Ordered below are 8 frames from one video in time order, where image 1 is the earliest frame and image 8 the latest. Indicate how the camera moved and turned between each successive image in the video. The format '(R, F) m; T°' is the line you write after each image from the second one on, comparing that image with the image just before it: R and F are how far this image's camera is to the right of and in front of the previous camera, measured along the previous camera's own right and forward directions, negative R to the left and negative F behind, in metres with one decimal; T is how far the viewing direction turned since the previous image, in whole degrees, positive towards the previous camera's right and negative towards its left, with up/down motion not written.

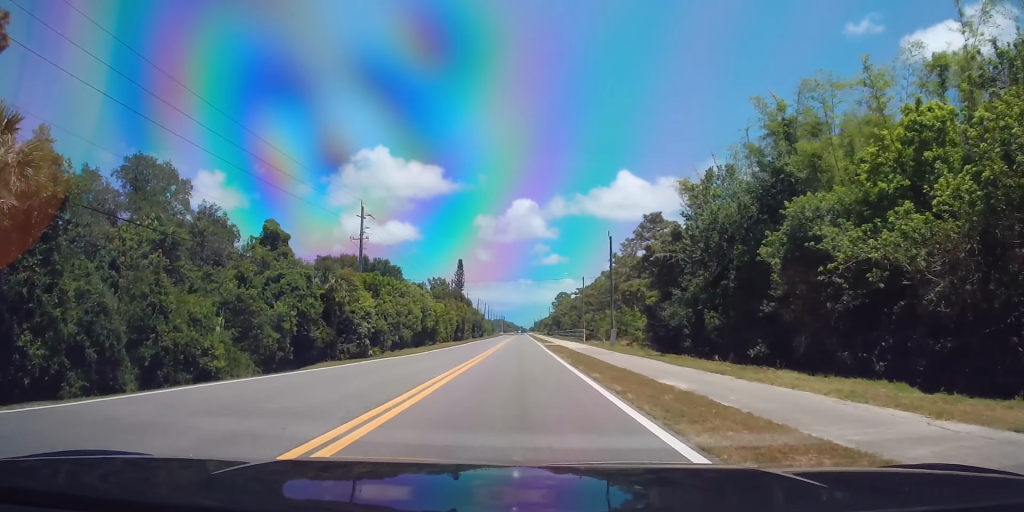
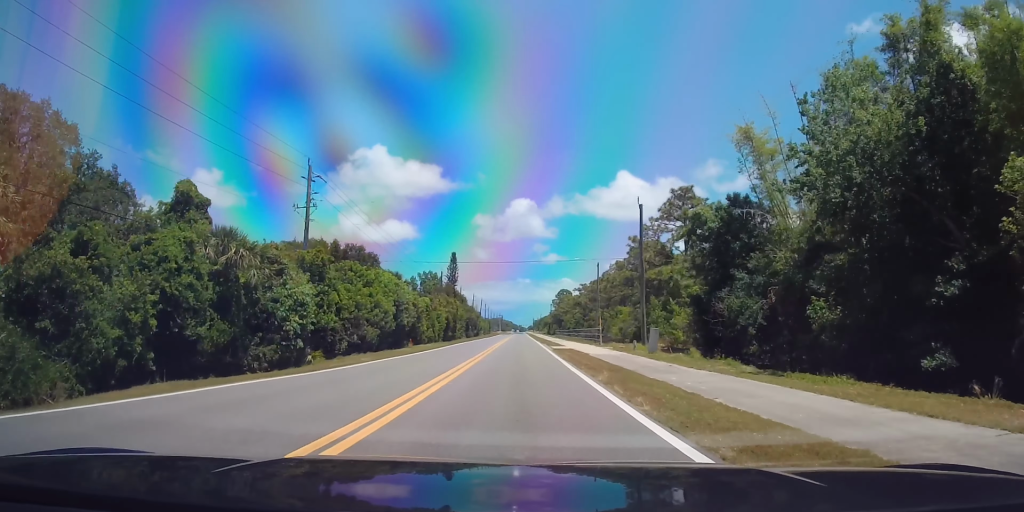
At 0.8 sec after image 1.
(+0.3, +15.3) m; +1°
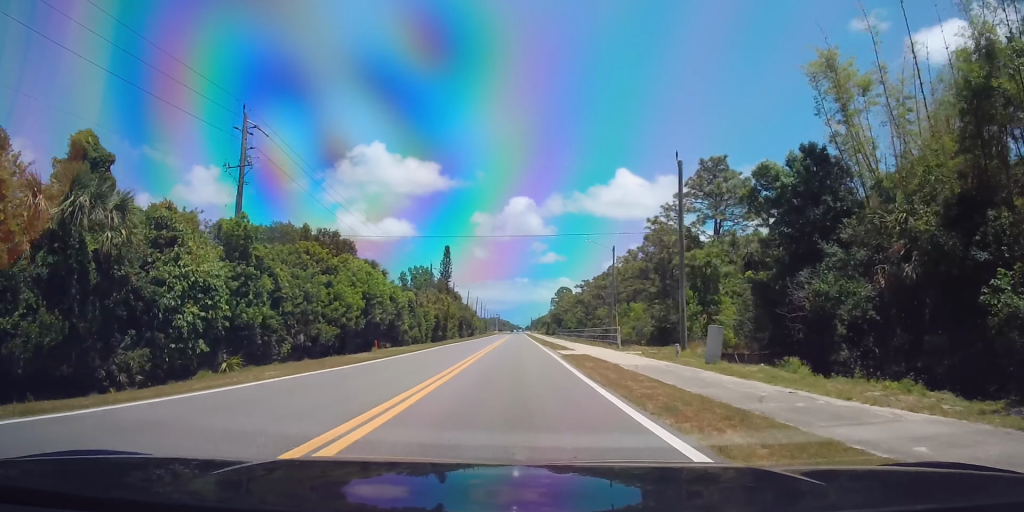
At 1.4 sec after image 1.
(0.0, +11.0) m; 0°
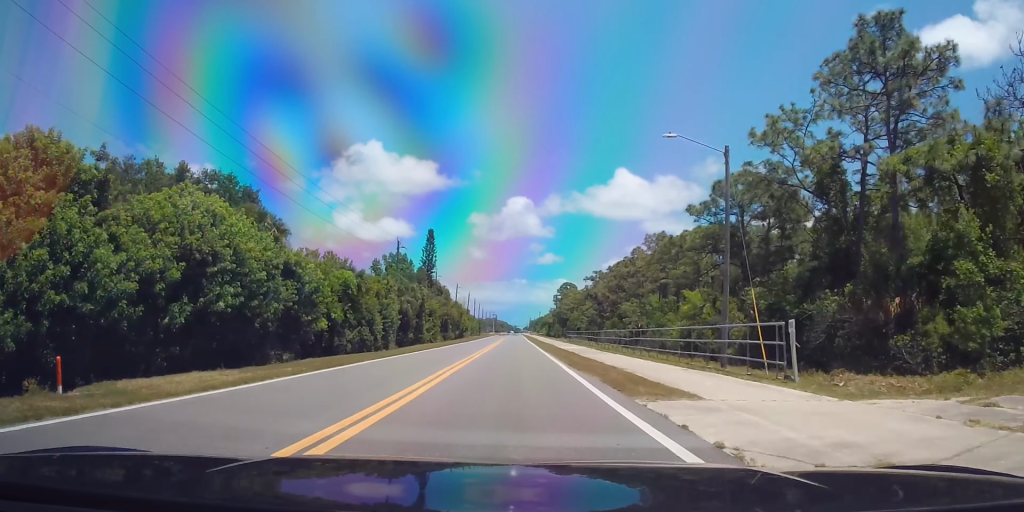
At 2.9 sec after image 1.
(0.0, +27.1) m; 0°
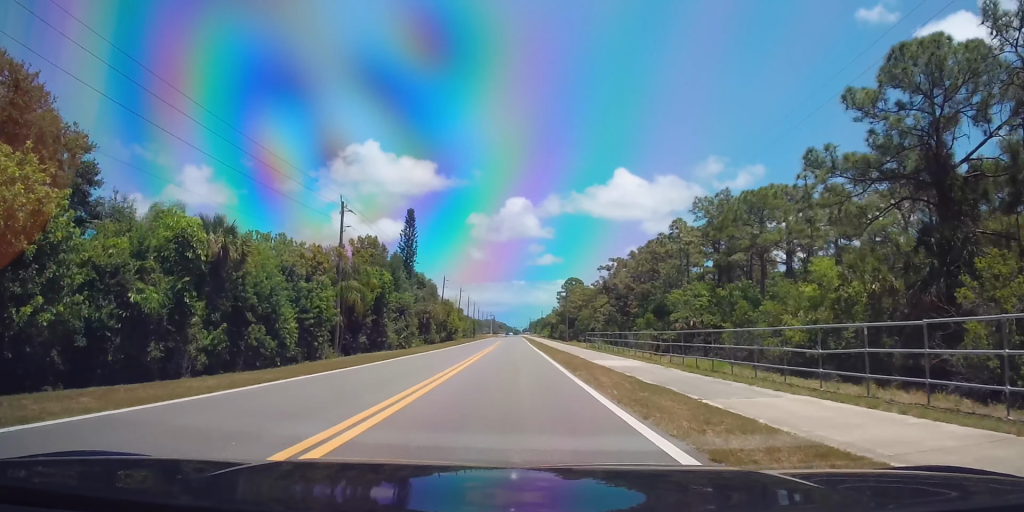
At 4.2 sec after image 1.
(0.0, +24.2) m; 0°
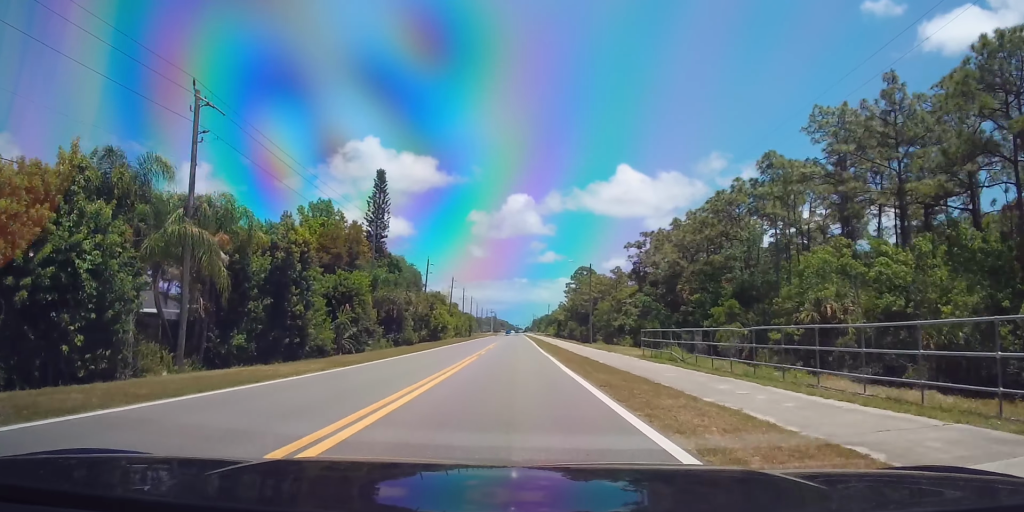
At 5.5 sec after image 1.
(0.0, +25.1) m; -1°
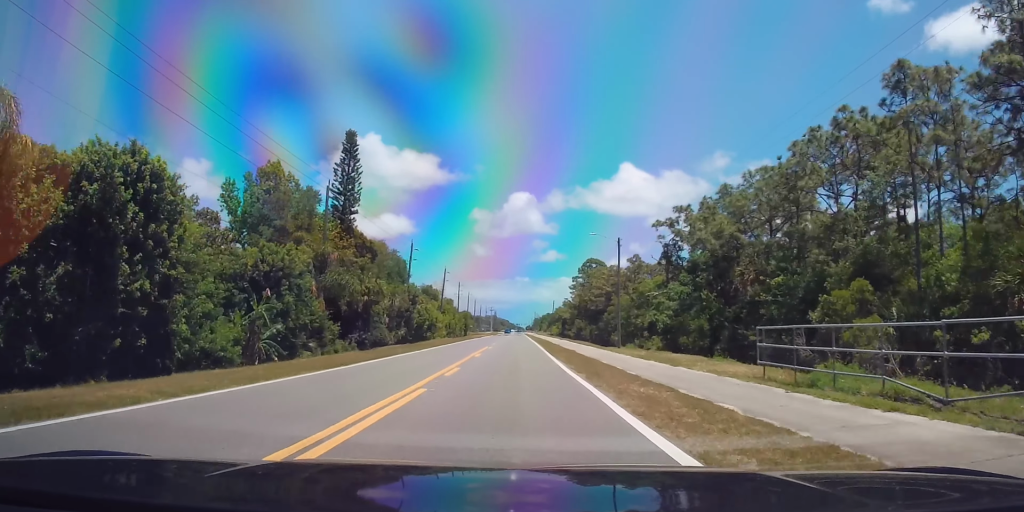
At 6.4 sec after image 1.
(-0.3, +16.3) m; 0°
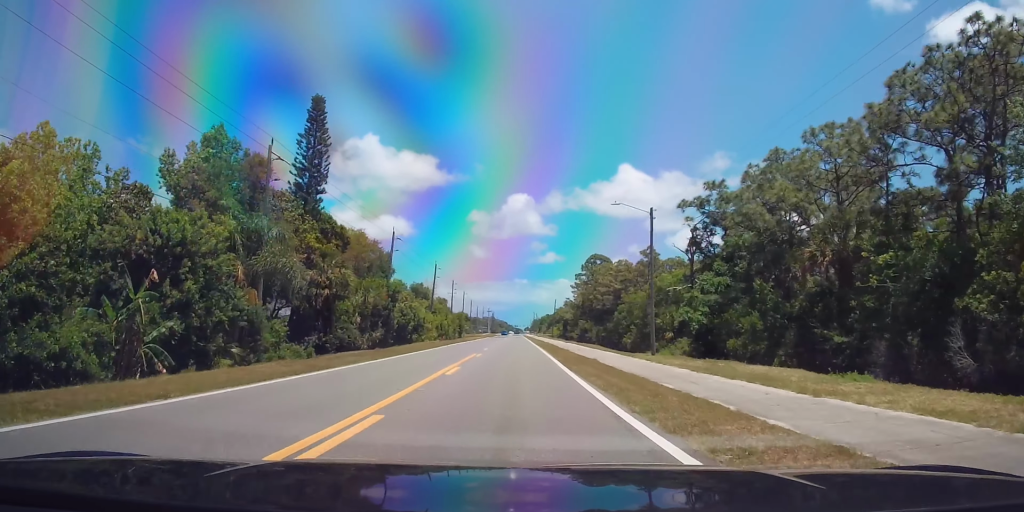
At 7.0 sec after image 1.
(-0.1, +11.3) m; 0°
